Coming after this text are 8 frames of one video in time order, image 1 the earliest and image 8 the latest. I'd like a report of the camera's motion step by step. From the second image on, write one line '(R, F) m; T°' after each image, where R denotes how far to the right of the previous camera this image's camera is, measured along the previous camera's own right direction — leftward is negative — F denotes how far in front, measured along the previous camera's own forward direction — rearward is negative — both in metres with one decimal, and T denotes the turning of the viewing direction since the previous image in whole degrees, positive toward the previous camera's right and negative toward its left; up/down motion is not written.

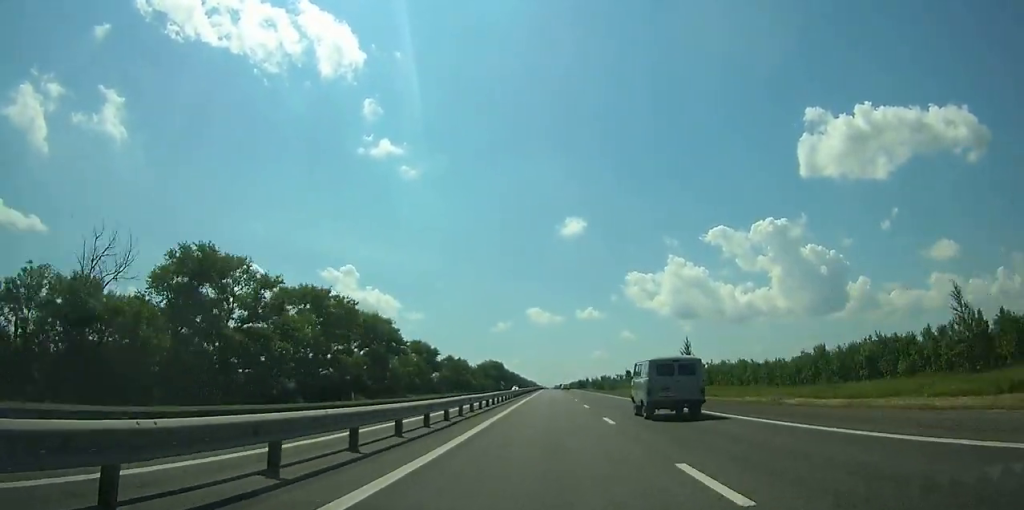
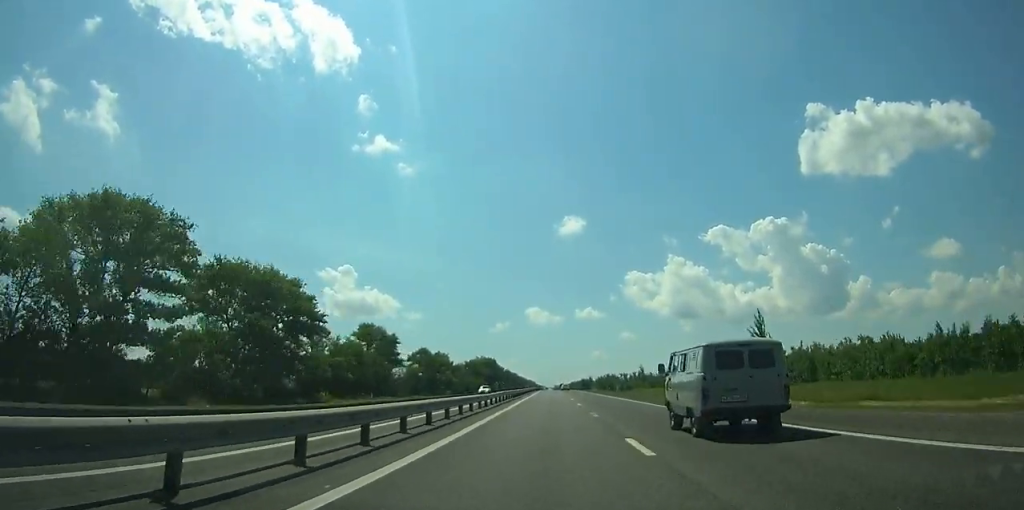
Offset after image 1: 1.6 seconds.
(+0.1, +43.7) m; 0°
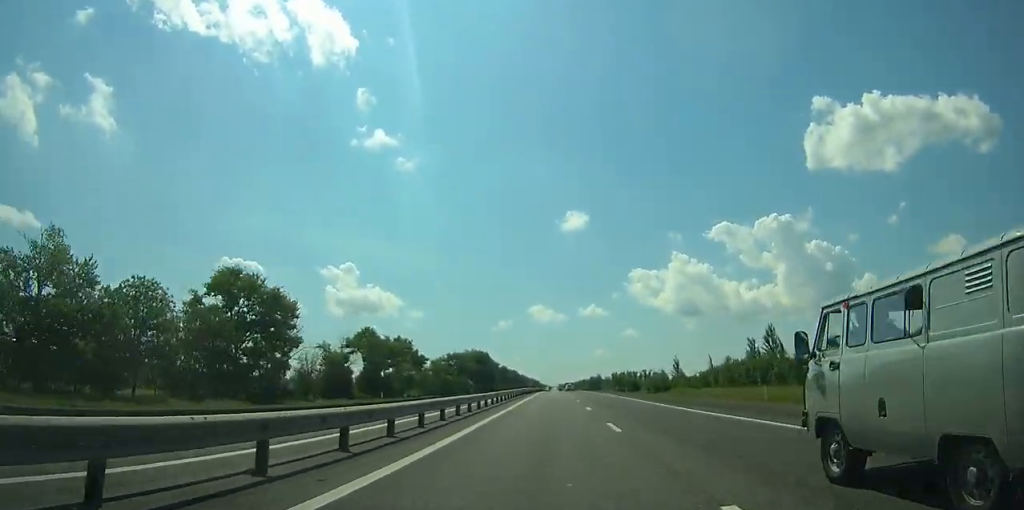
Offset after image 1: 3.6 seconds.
(-0.1, +53.8) m; 0°
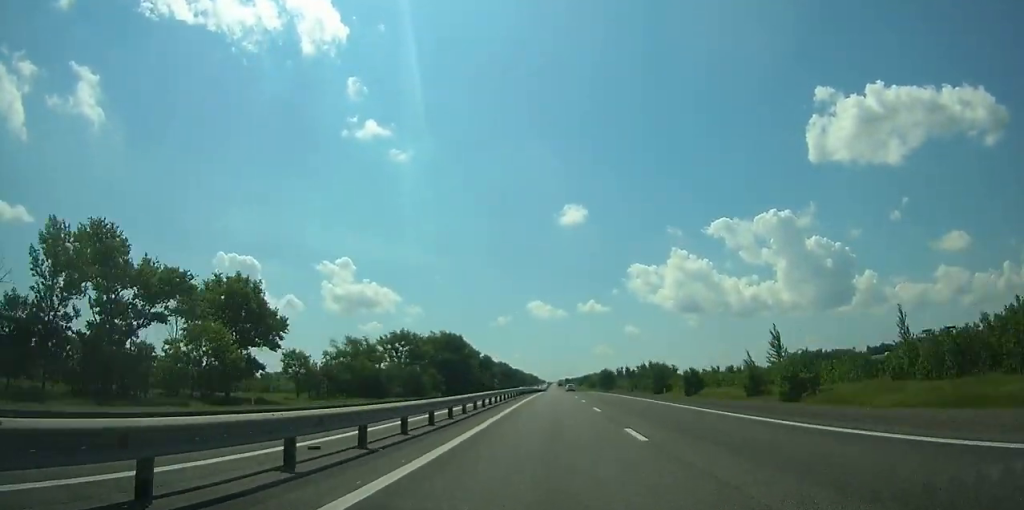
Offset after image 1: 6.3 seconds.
(-0.1, +73.0) m; 0°
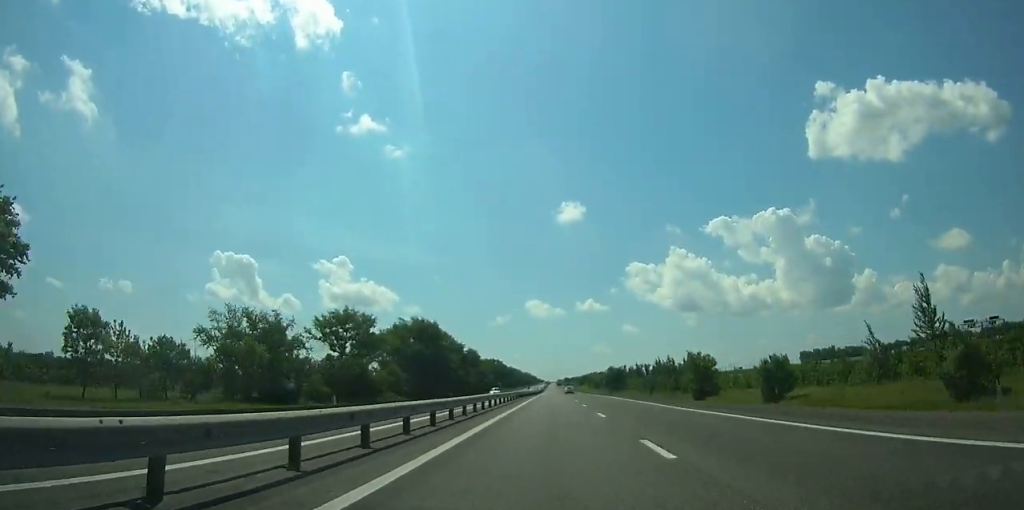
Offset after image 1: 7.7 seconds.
(0.0, +37.9) m; 0°
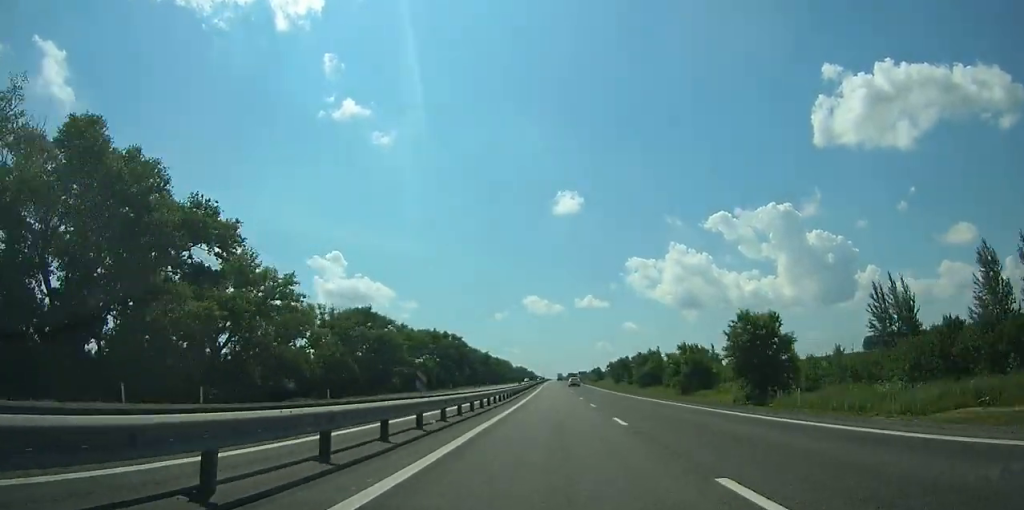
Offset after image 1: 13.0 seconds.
(-0.1, +153.7) m; 0°
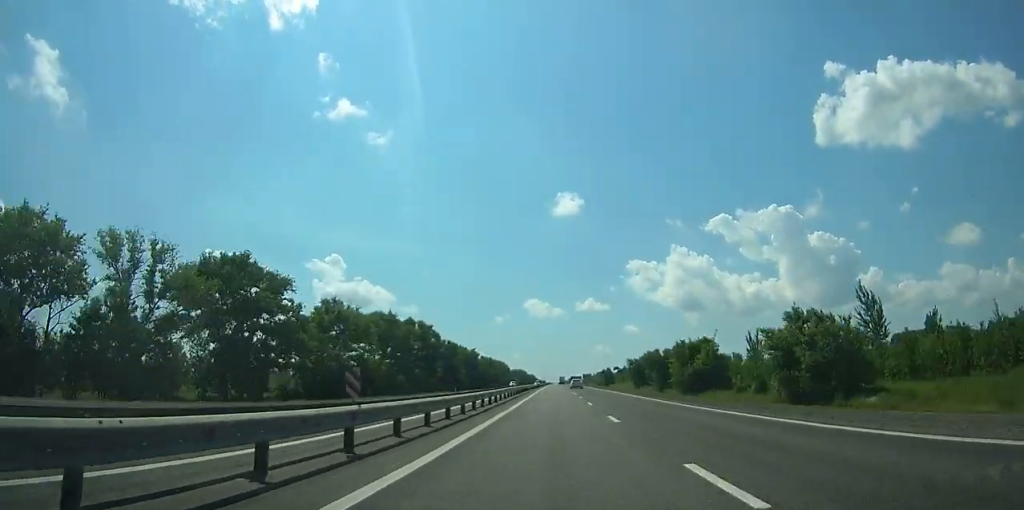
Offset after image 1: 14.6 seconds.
(0.0, +46.1) m; 0°
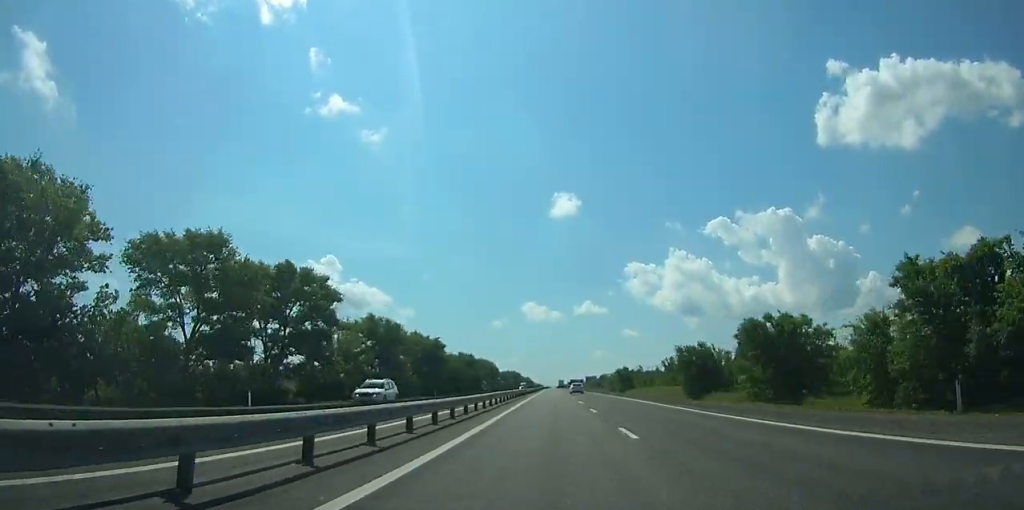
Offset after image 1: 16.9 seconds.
(+0.1, +65.6) m; 0°
